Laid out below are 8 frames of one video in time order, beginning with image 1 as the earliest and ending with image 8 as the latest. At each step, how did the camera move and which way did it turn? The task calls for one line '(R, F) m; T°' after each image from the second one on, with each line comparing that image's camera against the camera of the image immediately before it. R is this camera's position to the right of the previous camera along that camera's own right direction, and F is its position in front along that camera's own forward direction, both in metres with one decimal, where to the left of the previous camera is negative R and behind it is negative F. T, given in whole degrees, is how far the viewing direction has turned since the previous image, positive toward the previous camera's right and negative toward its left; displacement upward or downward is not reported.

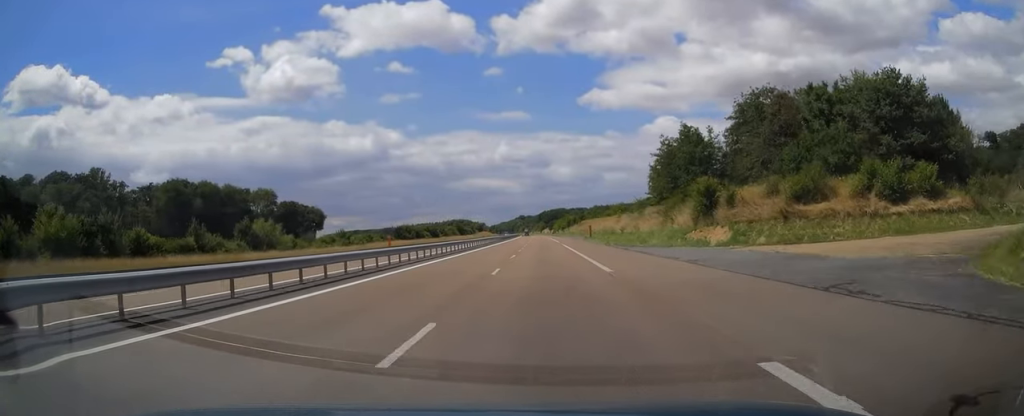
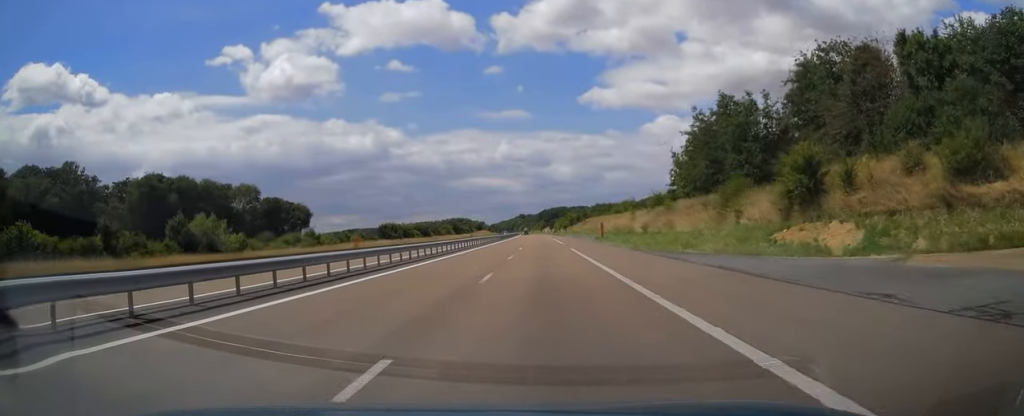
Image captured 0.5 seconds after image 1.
(0.0, +15.6) m; 0°
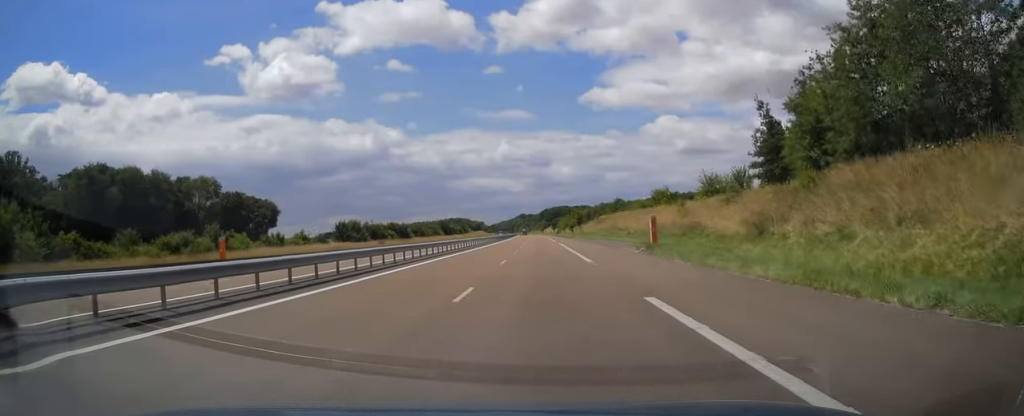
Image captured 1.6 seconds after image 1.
(0.0, +30.6) m; 0°
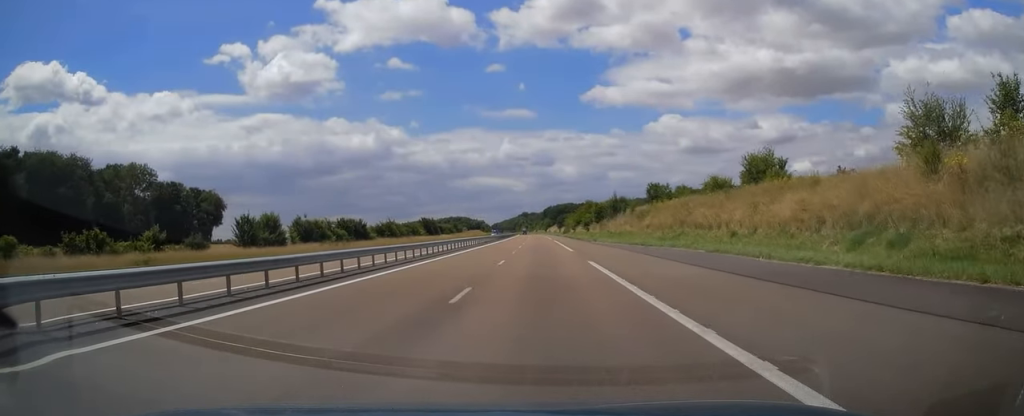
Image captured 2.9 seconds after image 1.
(-0.1, +38.6) m; 0°
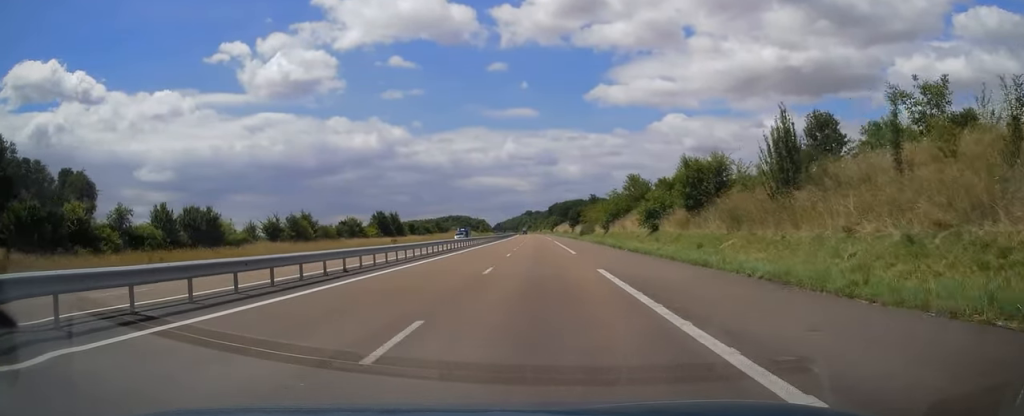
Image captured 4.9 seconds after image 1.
(-0.1, +55.9) m; 0°
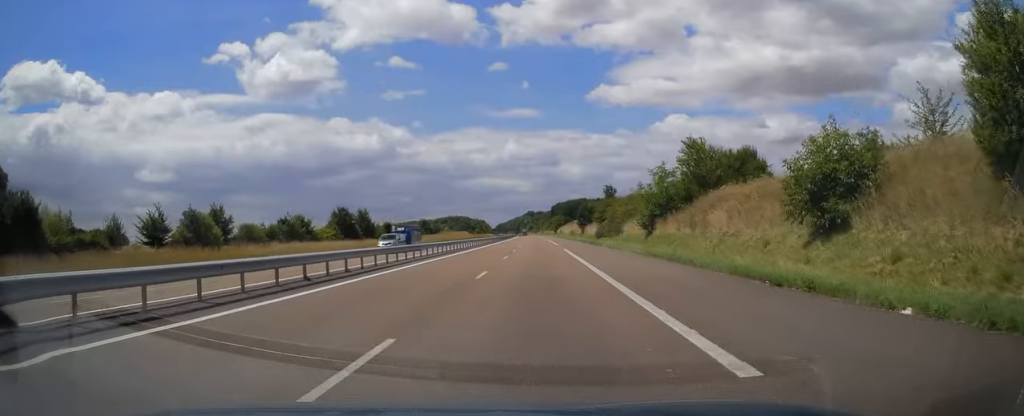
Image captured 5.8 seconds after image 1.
(0.0, +26.0) m; 0°
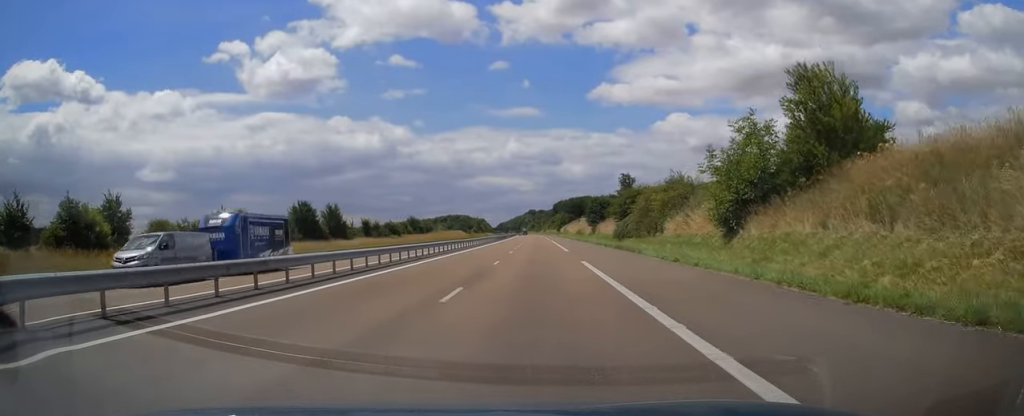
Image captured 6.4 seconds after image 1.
(-0.2, +17.7) m; 0°
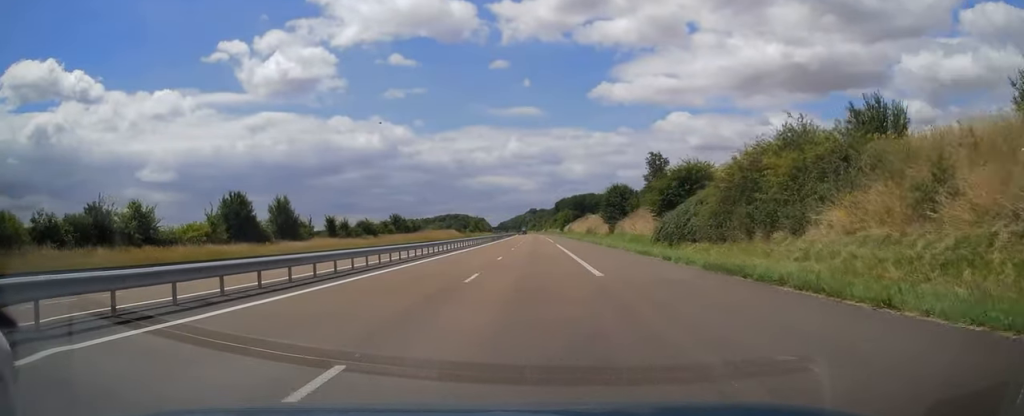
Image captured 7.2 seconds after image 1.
(0.0, +19.9) m; 0°
